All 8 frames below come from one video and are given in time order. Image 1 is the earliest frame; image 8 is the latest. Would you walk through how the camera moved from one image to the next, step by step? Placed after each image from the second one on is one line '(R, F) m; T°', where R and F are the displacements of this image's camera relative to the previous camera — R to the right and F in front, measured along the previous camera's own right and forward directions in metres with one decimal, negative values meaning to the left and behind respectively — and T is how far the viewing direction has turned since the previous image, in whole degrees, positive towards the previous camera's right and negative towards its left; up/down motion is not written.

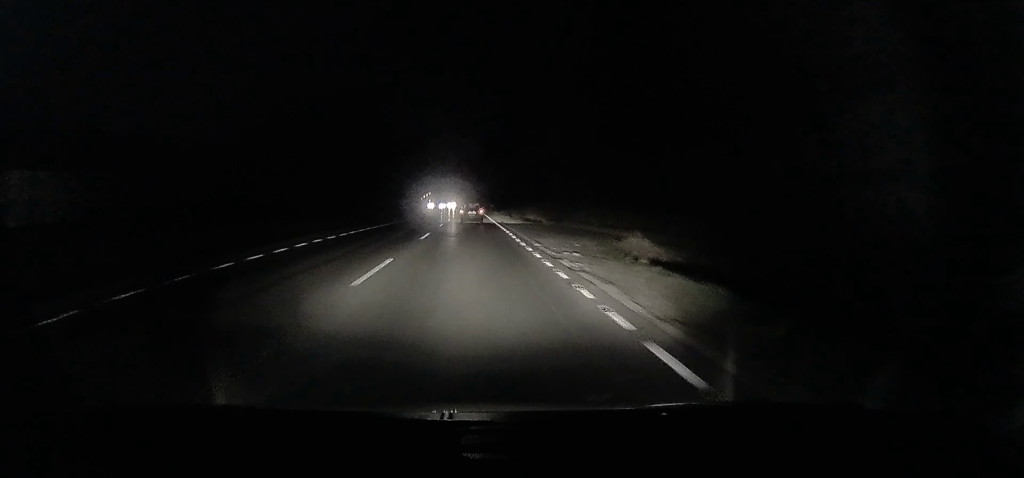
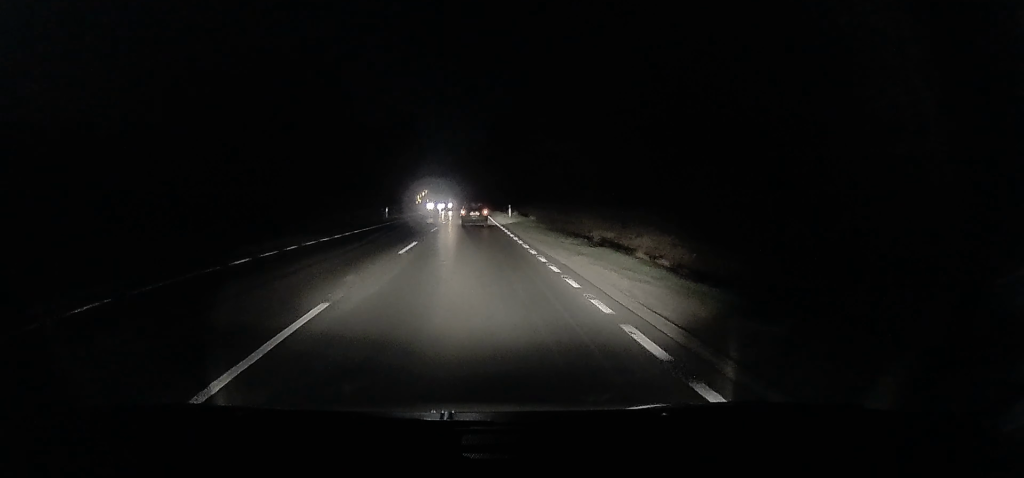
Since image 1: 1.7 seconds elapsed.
(-0.5, +41.5) m; -2°
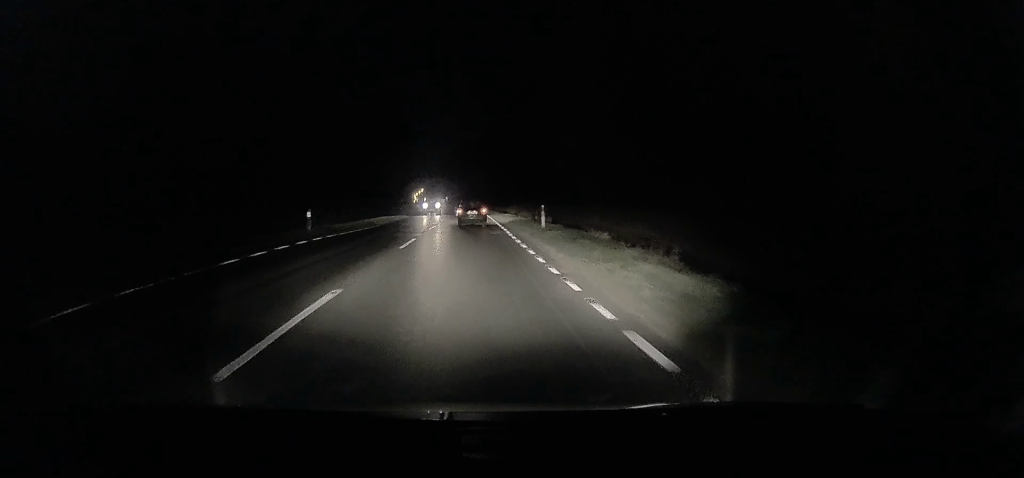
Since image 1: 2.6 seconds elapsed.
(0.0, +22.9) m; +1°
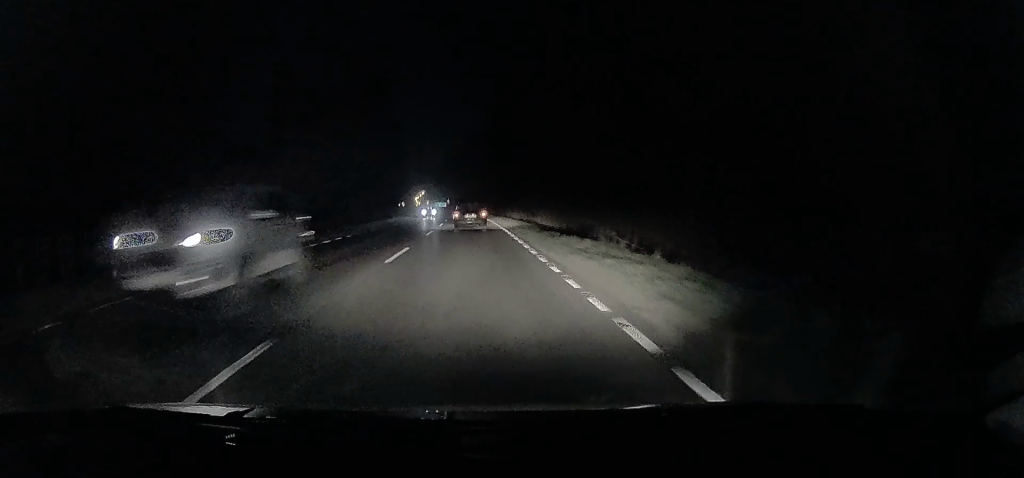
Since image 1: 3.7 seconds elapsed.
(+0.3, +27.2) m; 0°
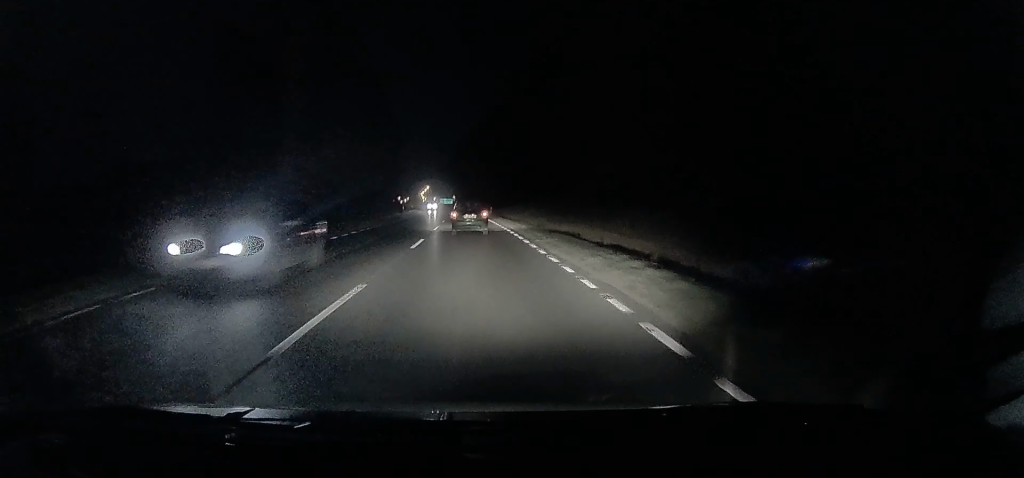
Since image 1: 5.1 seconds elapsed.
(-0.5, +31.8) m; -2°
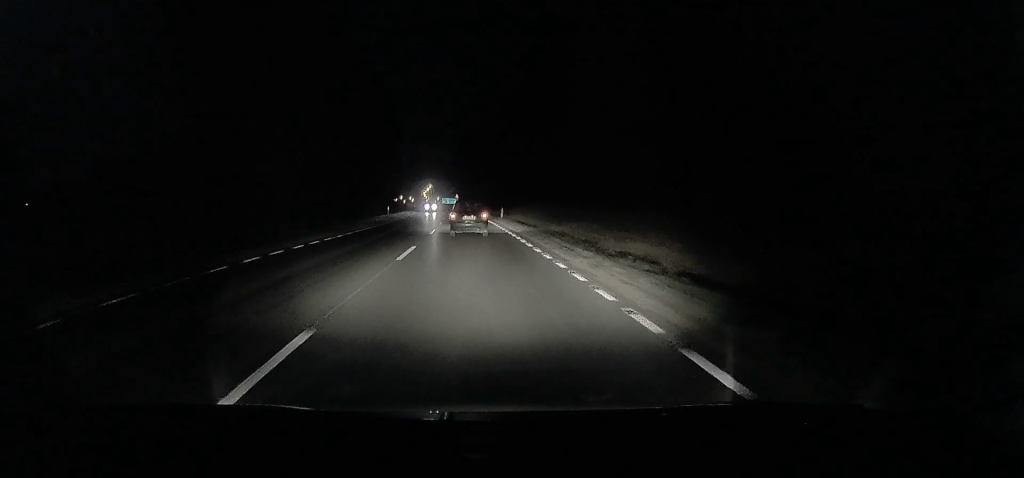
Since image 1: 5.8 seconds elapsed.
(-0.1, +15.2) m; 0°
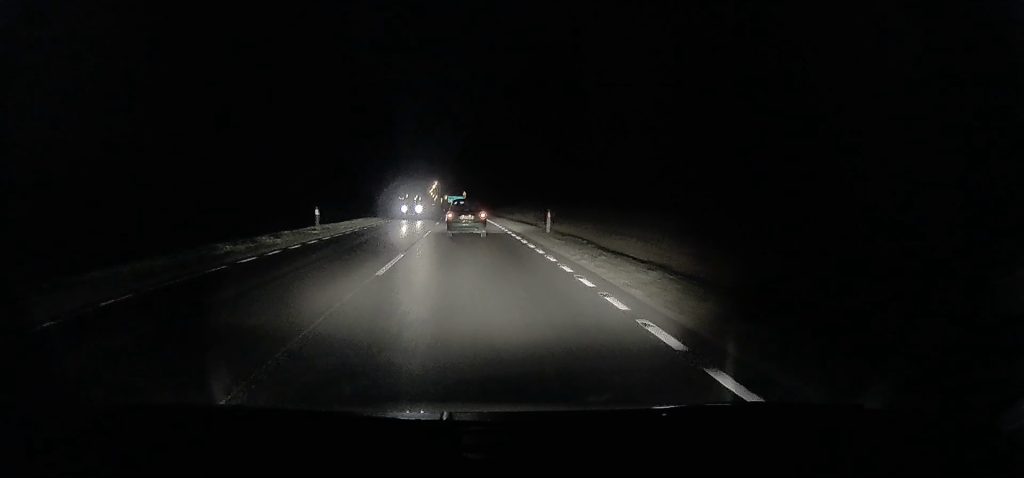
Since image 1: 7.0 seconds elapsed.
(+0.2, +26.7) m; 0°
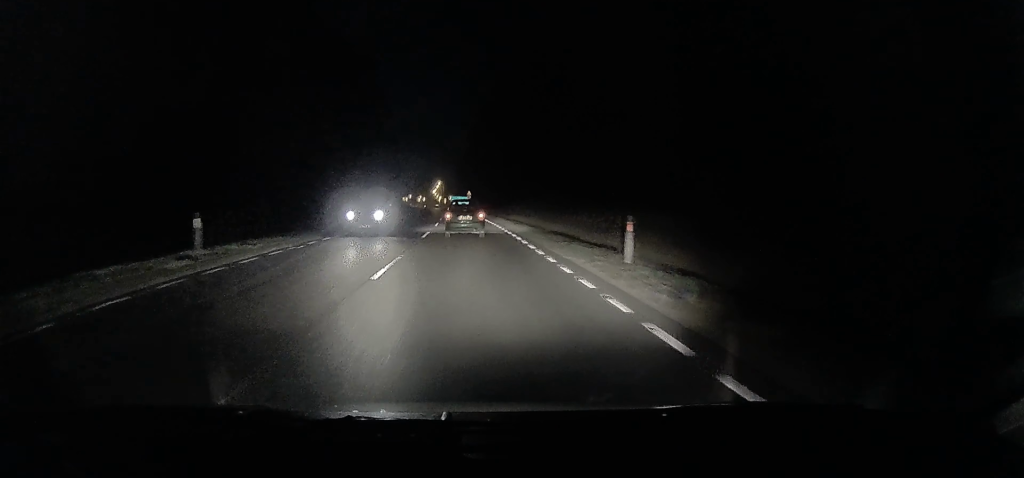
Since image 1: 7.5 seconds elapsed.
(+0.1, +12.4) m; -1°
